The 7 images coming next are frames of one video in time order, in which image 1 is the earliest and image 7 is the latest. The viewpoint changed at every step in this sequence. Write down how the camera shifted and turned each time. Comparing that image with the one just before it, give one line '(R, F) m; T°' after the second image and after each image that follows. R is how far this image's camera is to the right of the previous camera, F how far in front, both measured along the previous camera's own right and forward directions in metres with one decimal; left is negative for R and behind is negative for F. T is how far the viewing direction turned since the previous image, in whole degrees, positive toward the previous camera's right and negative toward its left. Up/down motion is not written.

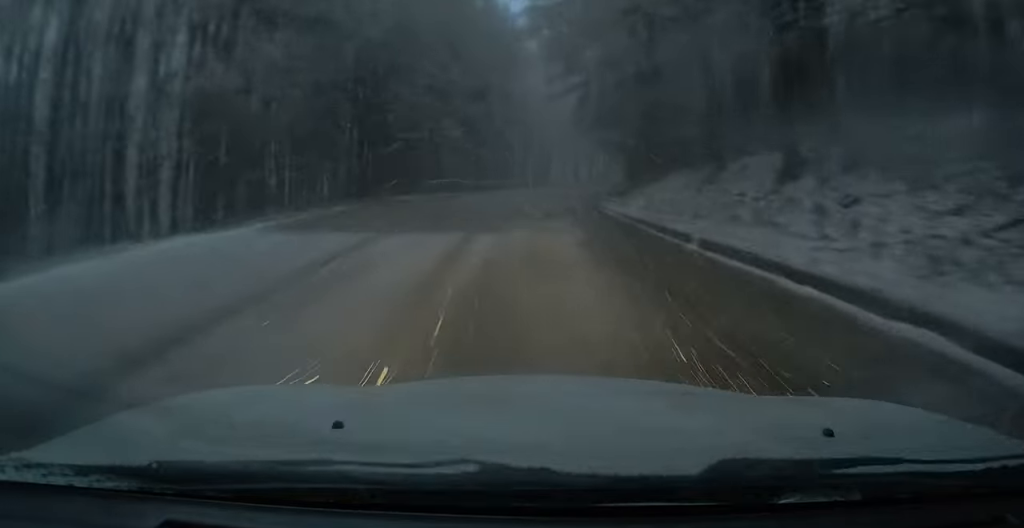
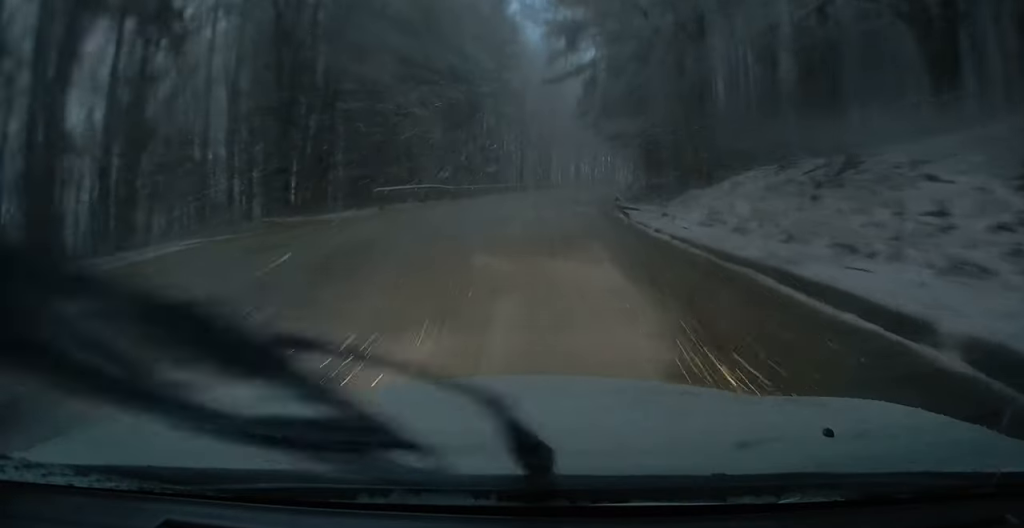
(0.0, +6.7) m; +2°
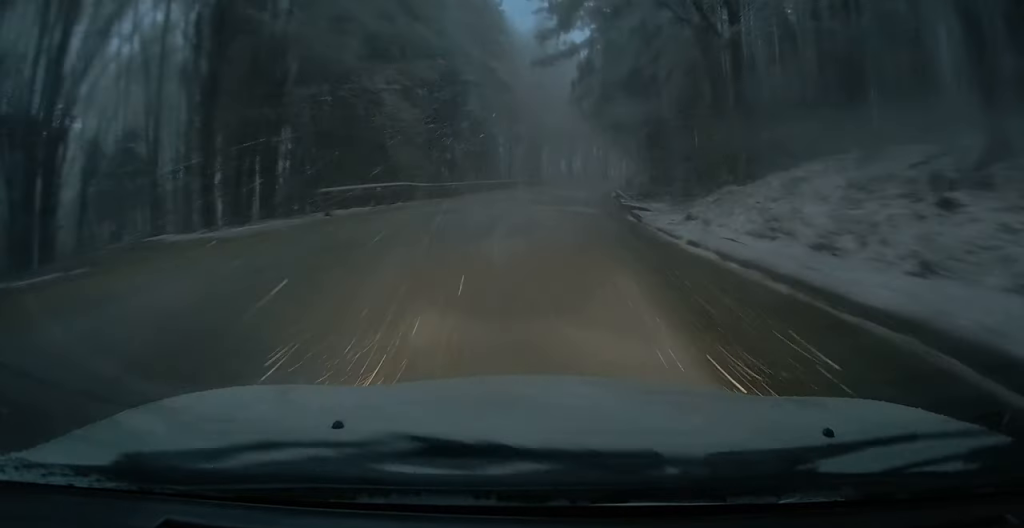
(+0.2, +3.6) m; +1°
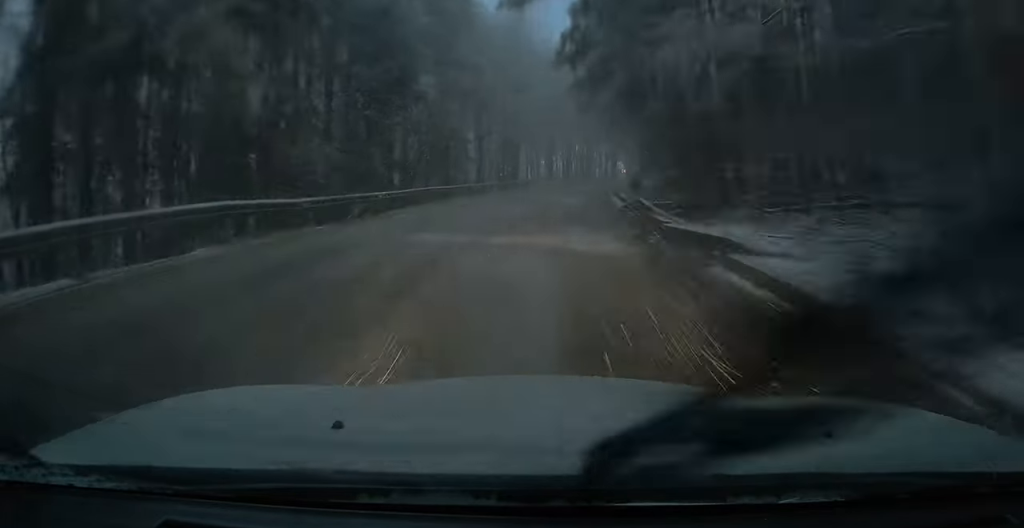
(0.0, +10.0) m; +6°
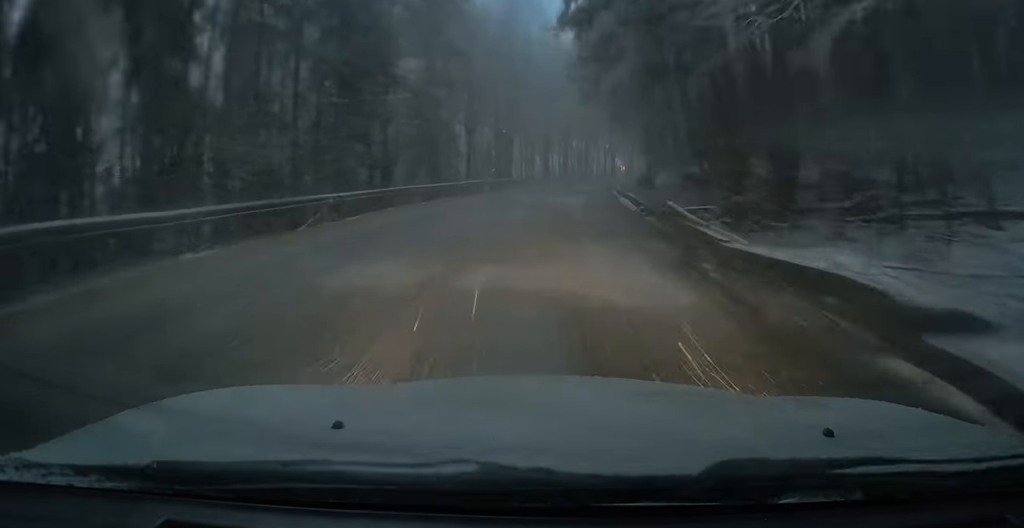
(0.0, +3.8) m; +3°
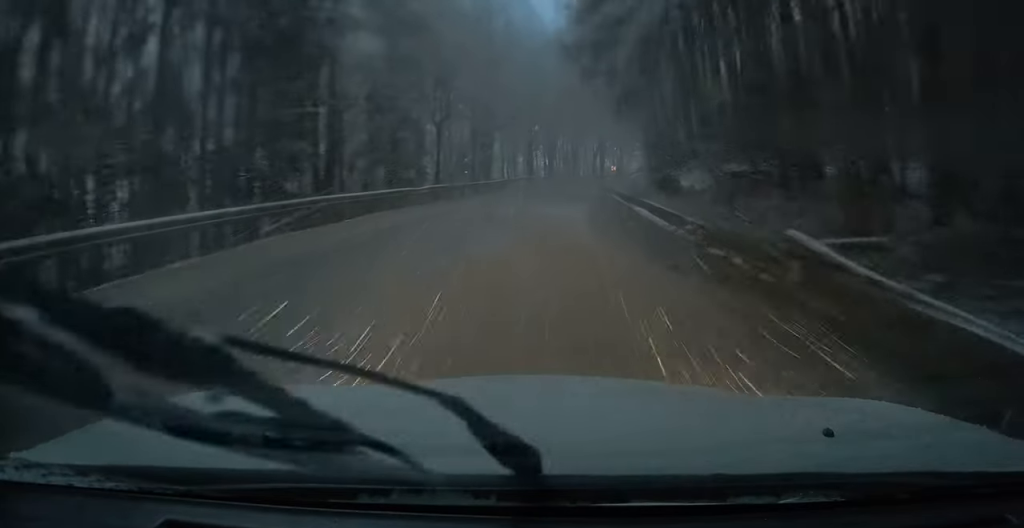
(+0.7, +5.9) m; +6°
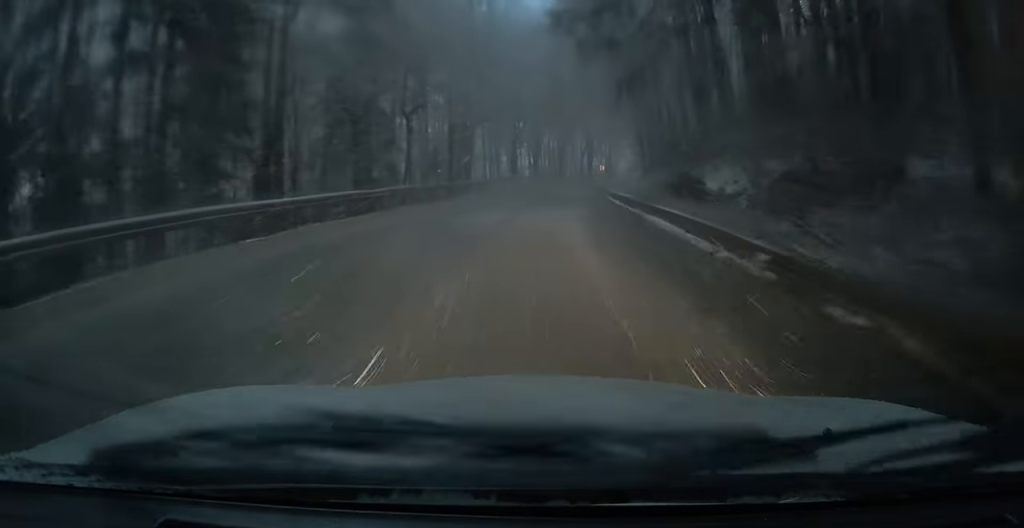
(+0.1, +3.7) m; 0°
